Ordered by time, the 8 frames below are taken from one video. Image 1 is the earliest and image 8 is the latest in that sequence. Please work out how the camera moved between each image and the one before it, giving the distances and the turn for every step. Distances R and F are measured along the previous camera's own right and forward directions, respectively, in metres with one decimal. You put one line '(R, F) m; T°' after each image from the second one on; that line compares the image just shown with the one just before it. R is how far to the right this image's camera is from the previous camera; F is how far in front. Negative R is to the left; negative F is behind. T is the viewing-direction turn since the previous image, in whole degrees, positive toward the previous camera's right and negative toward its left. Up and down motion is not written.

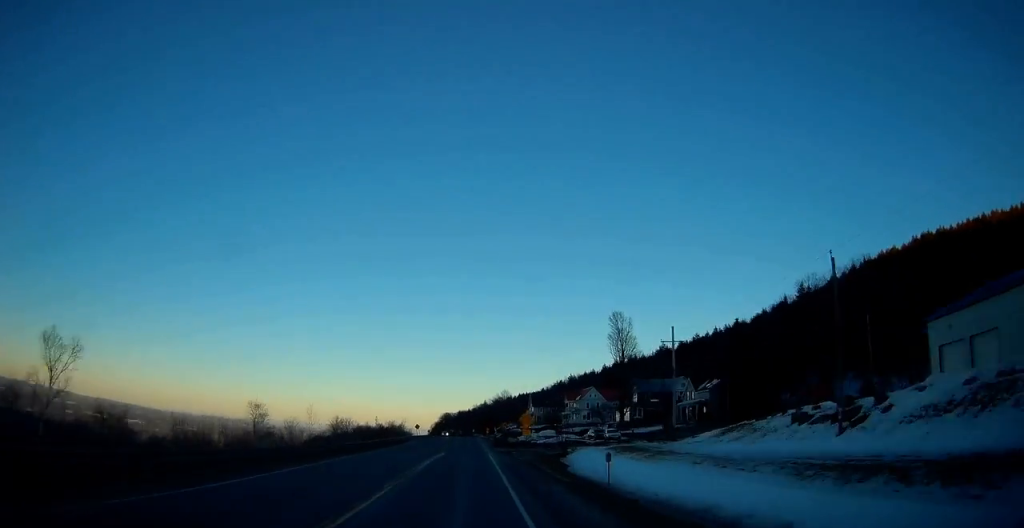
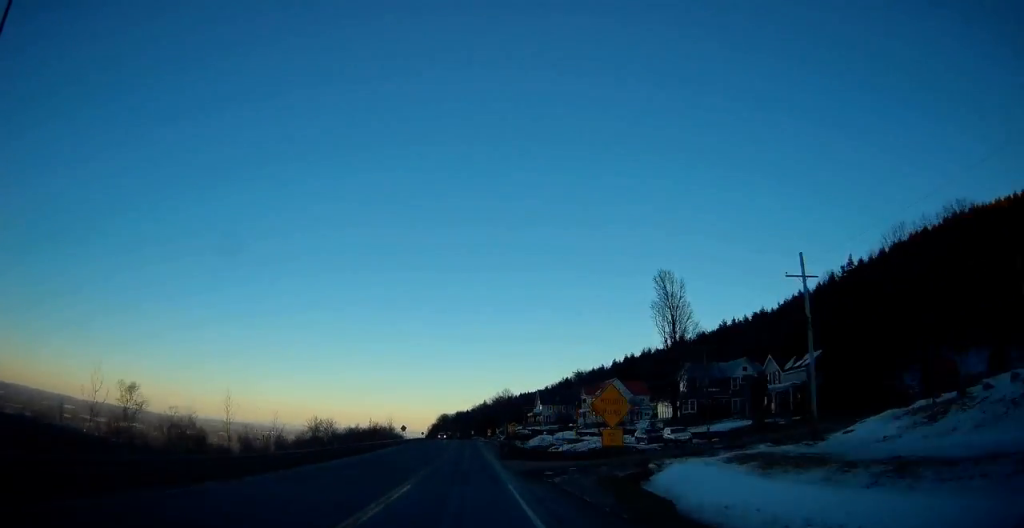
(+0.3, +23.9) m; +1°
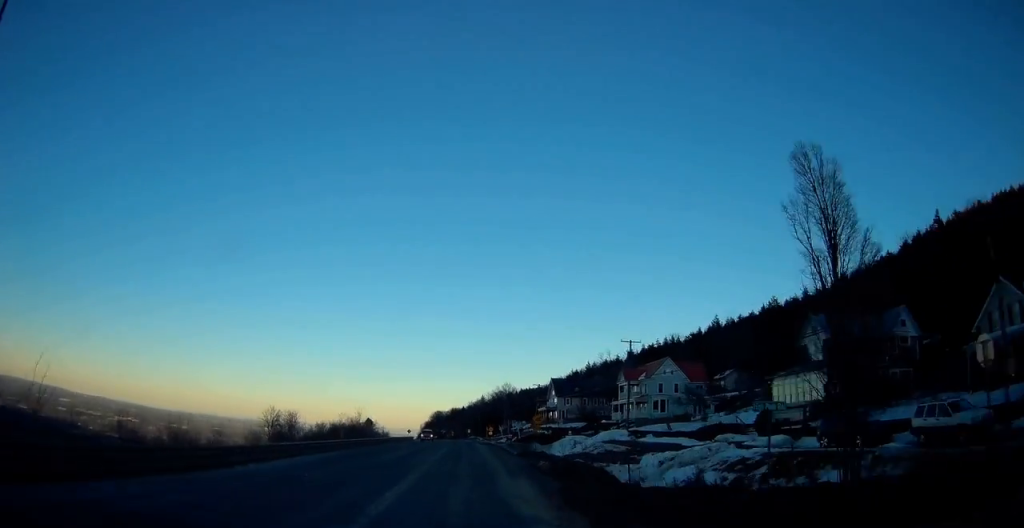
(+0.4, +32.5) m; 0°
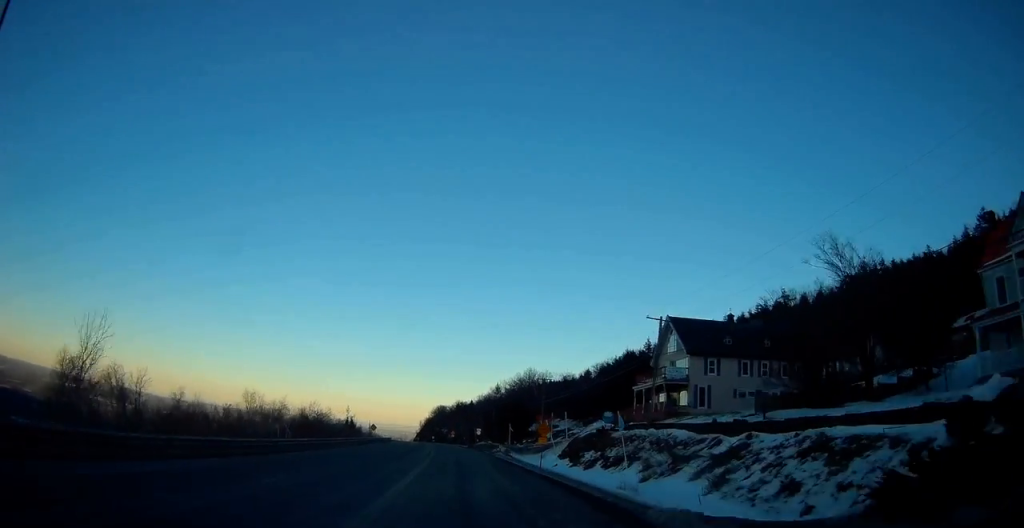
(-0.5, +71.8) m; -1°
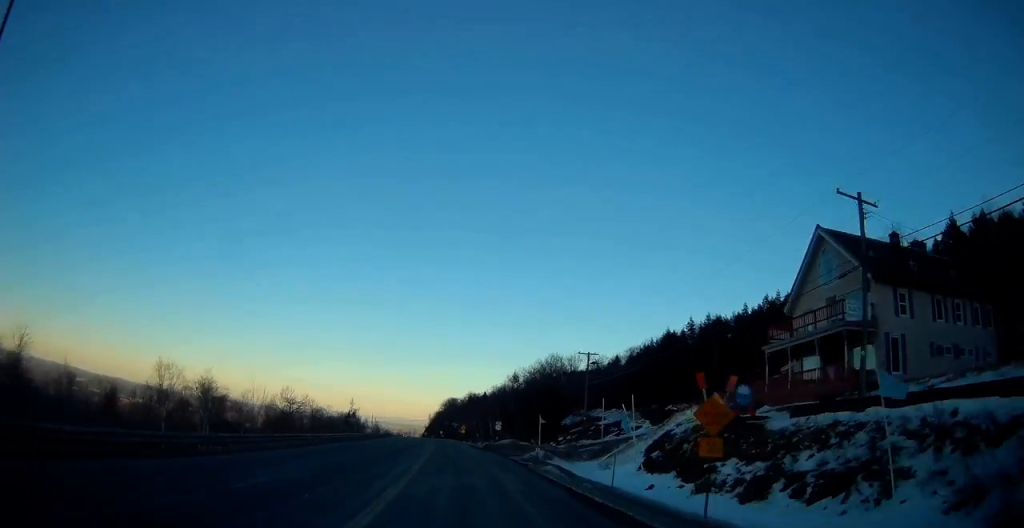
(0.0, +25.6) m; -1°
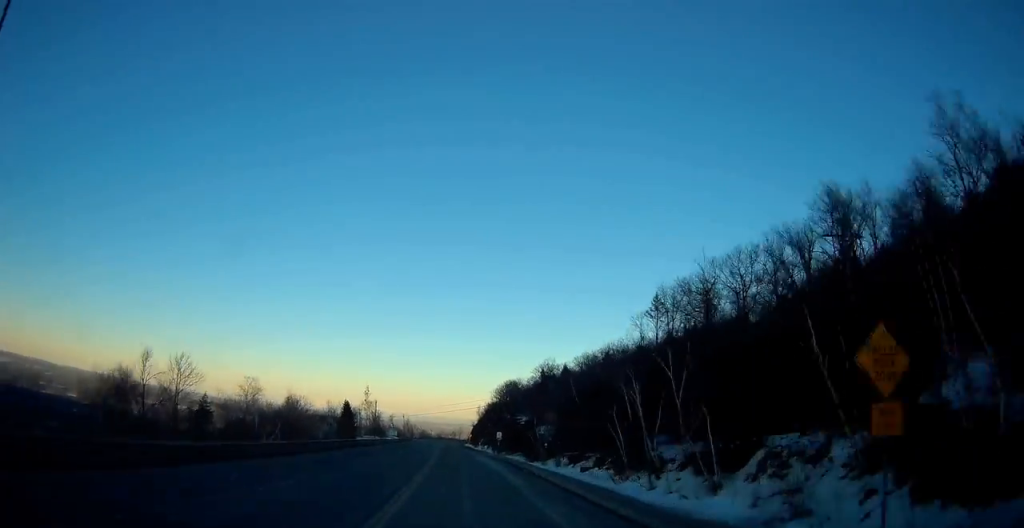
(-4.5, +106.3) m; -5°
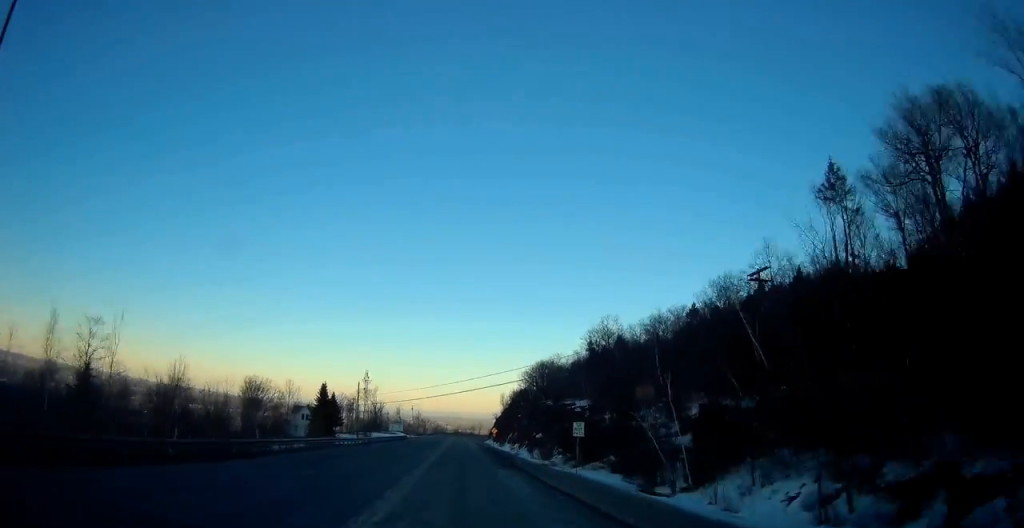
(-0.8, +44.9) m; -2°
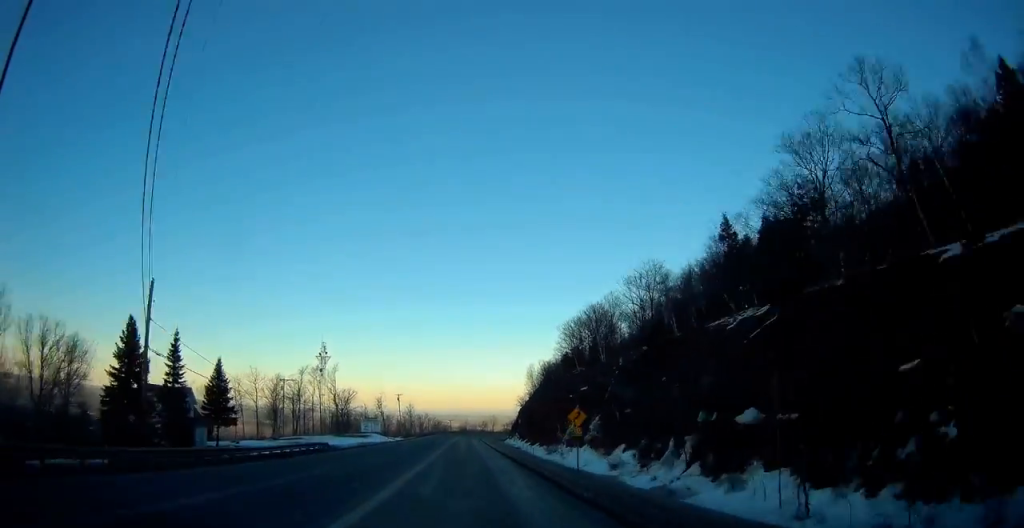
(-1.0, +70.7) m; -1°
